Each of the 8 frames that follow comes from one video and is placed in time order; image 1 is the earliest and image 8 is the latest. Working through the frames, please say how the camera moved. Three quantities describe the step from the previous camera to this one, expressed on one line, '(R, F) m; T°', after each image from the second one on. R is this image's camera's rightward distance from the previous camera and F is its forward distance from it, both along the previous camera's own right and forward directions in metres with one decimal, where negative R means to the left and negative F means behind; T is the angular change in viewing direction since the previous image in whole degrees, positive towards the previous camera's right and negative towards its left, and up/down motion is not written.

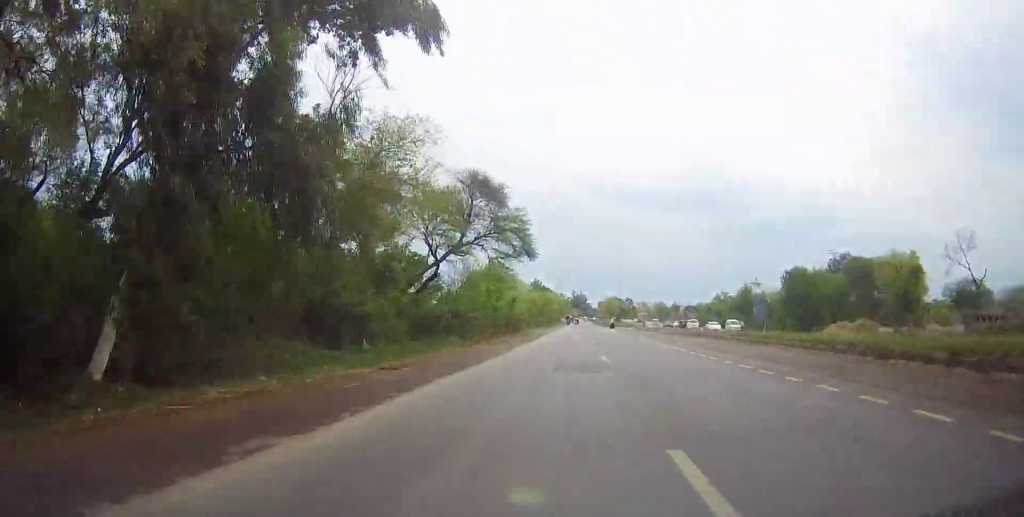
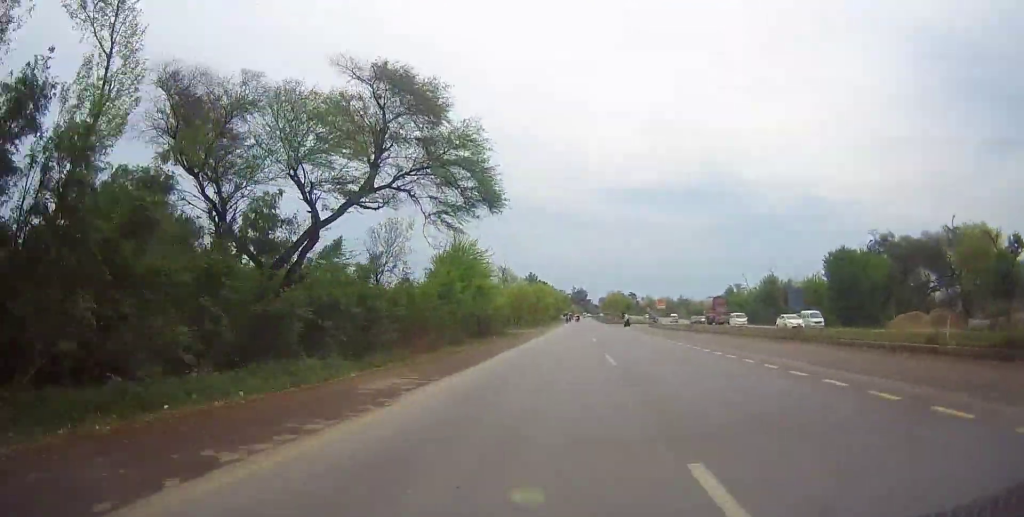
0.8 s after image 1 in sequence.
(+0.1, +18.5) m; 0°
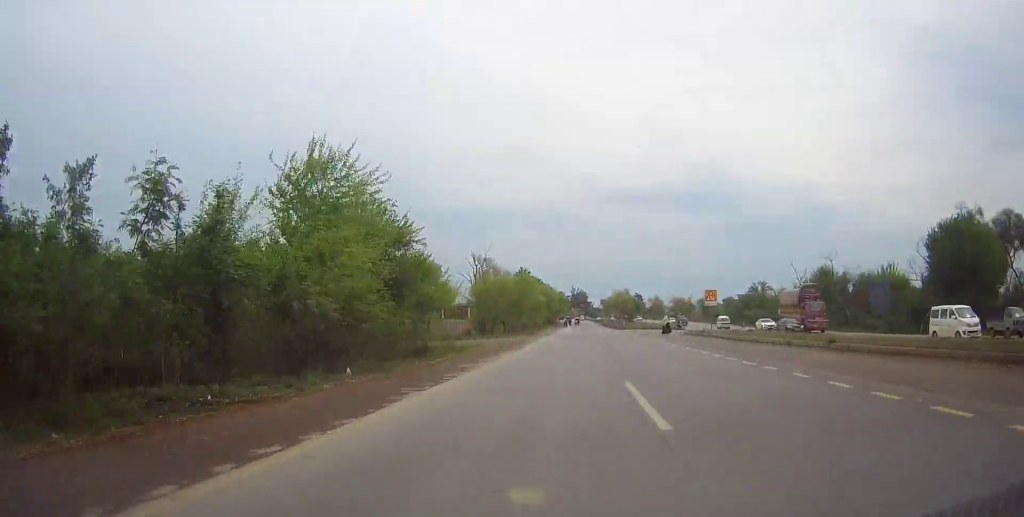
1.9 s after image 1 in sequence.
(+0.3, +28.5) m; 0°
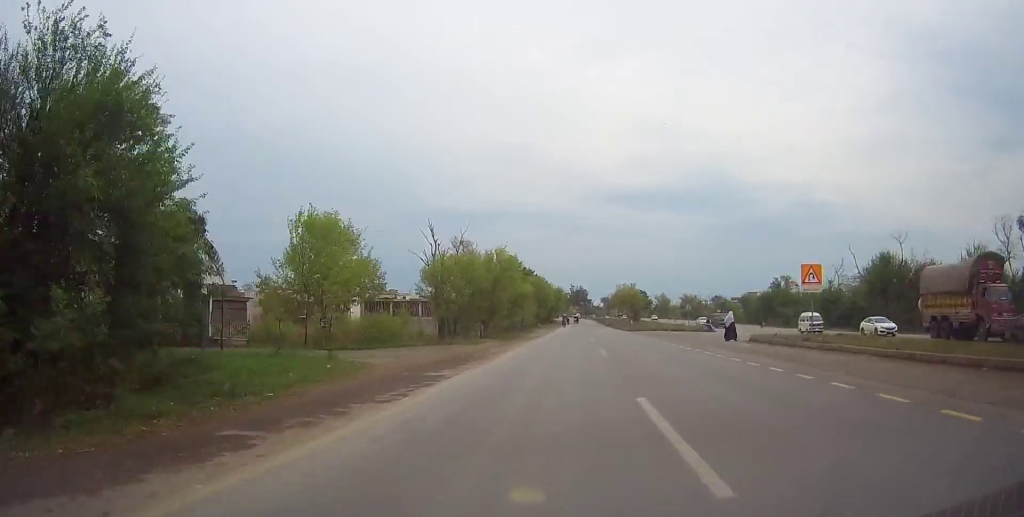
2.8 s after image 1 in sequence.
(0.0, +20.7) m; 0°
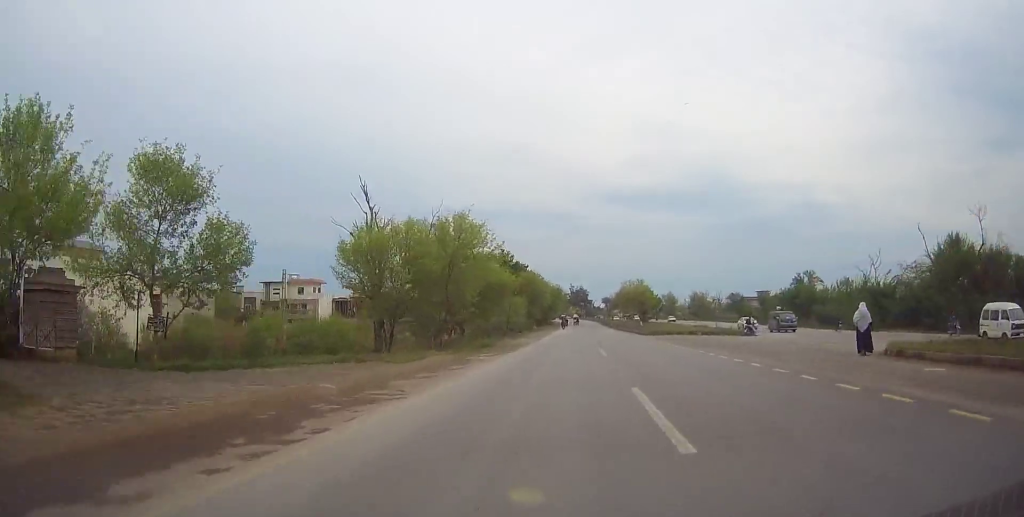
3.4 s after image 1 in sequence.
(0.0, +16.8) m; 0°
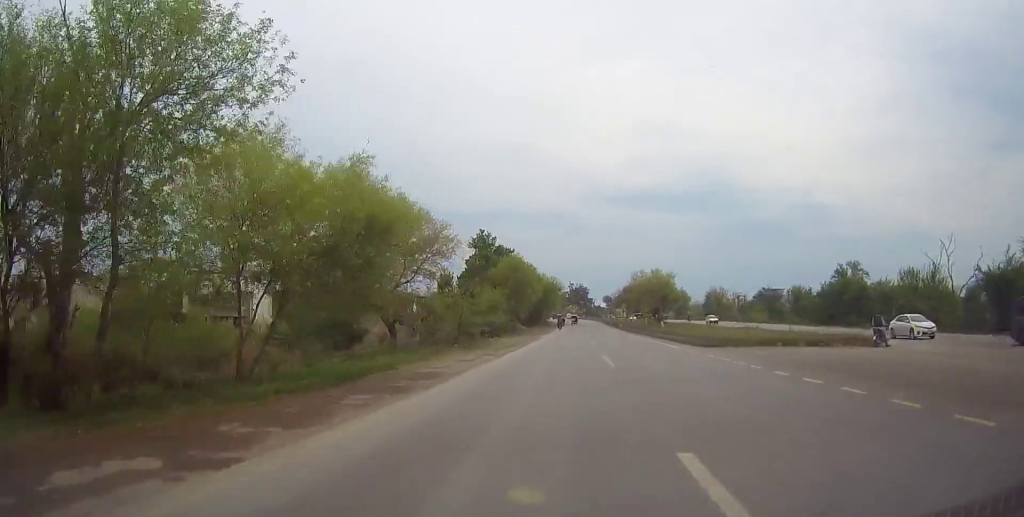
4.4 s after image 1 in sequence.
(0.0, +24.0) m; 0°
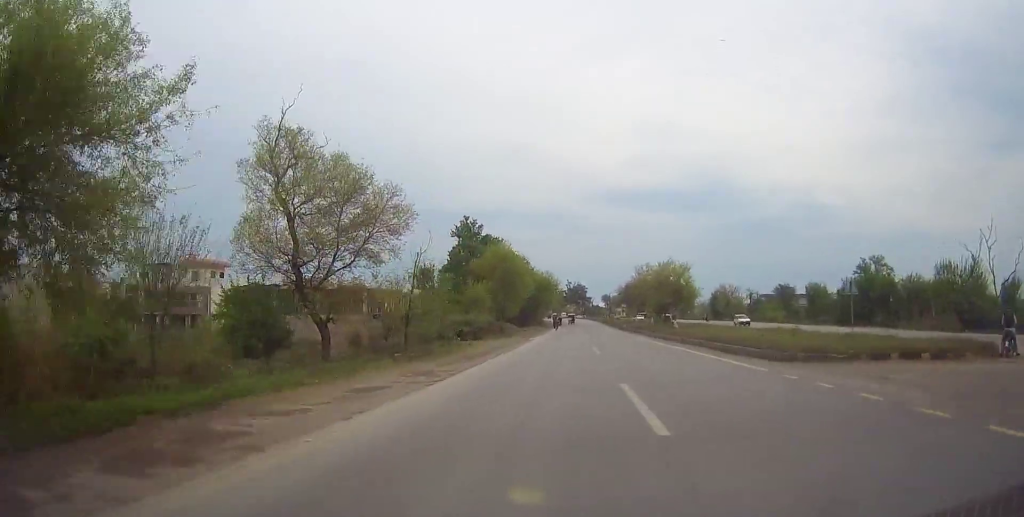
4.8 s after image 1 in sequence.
(-0.1, +11.1) m; 0°
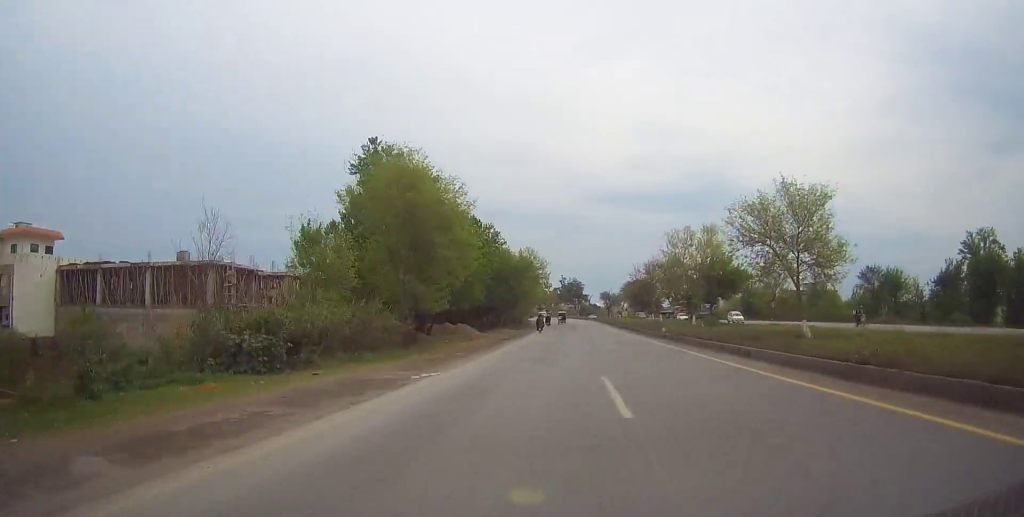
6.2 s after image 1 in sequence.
(-0.1, +34.6) m; 0°
